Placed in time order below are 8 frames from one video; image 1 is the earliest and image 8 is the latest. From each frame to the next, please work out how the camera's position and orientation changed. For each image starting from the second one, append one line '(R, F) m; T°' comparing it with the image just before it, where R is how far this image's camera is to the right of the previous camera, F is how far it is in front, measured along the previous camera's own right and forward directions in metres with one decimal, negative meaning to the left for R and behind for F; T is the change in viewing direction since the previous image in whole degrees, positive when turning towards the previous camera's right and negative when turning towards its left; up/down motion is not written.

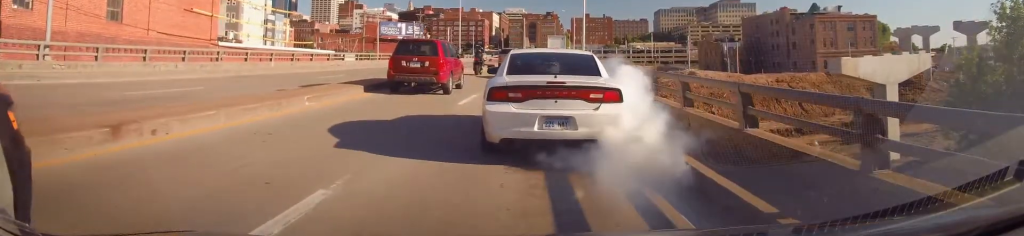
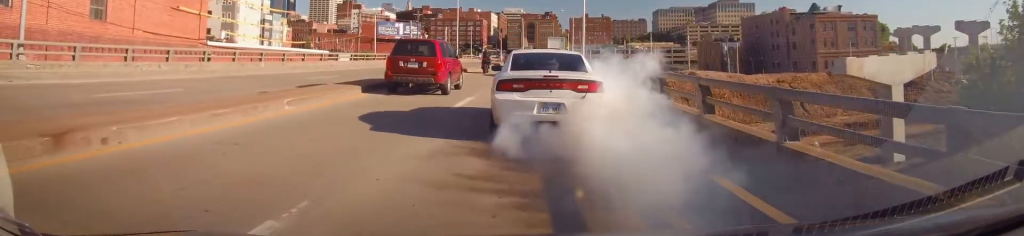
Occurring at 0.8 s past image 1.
(0.0, +1.4) m; 0°
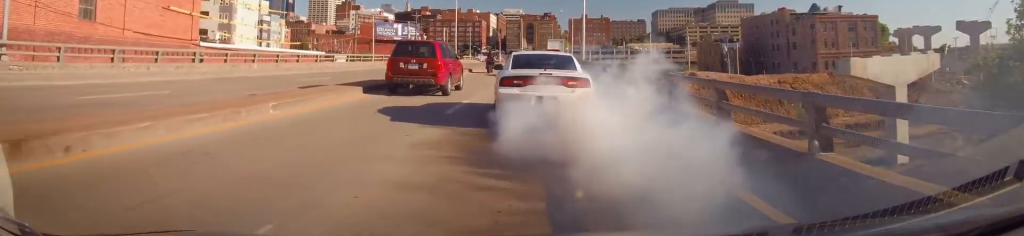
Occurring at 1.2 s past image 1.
(0.0, +1.0) m; 0°
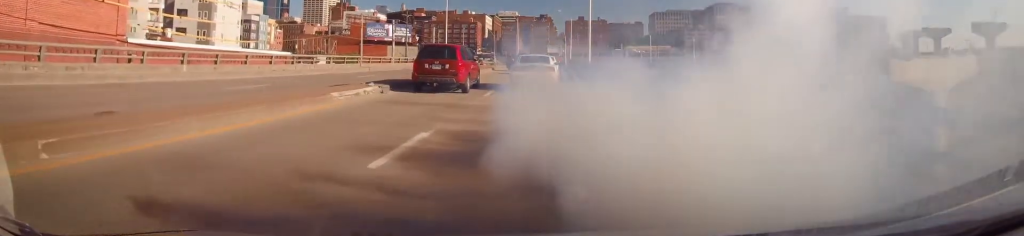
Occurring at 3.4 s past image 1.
(0.0, +7.4) m; 0°
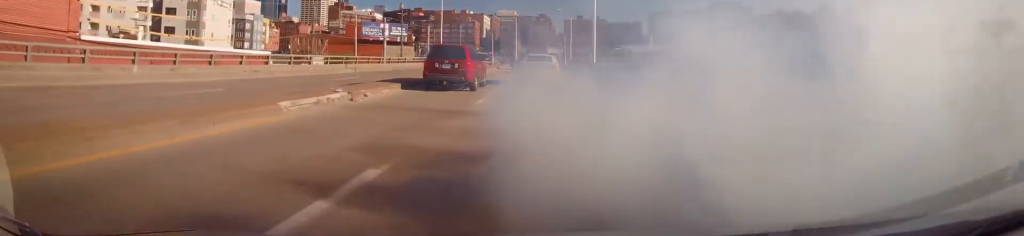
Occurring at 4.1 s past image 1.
(0.0, +3.6) m; -1°
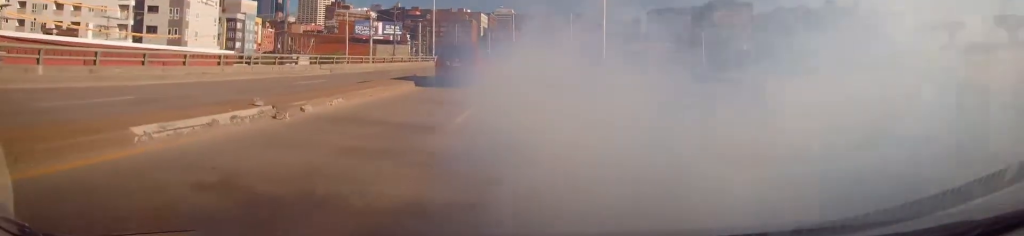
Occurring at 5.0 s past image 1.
(-0.1, +5.2) m; -2°
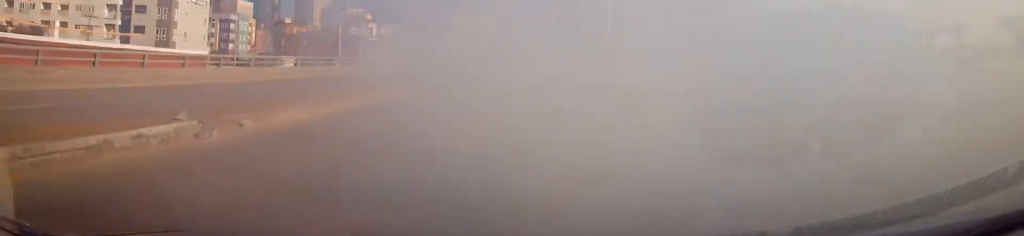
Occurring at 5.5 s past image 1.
(-0.2, +2.7) m; +2°
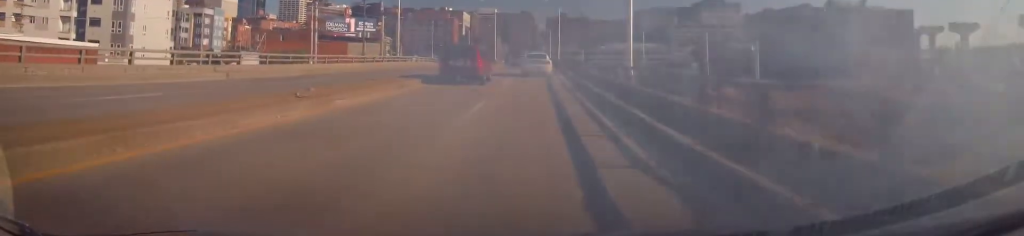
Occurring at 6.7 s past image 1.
(+0.7, +8.2) m; +4°
